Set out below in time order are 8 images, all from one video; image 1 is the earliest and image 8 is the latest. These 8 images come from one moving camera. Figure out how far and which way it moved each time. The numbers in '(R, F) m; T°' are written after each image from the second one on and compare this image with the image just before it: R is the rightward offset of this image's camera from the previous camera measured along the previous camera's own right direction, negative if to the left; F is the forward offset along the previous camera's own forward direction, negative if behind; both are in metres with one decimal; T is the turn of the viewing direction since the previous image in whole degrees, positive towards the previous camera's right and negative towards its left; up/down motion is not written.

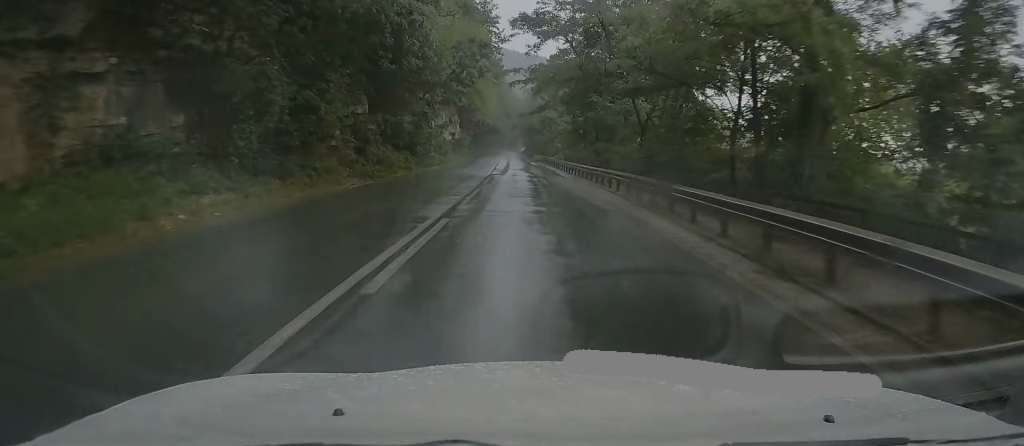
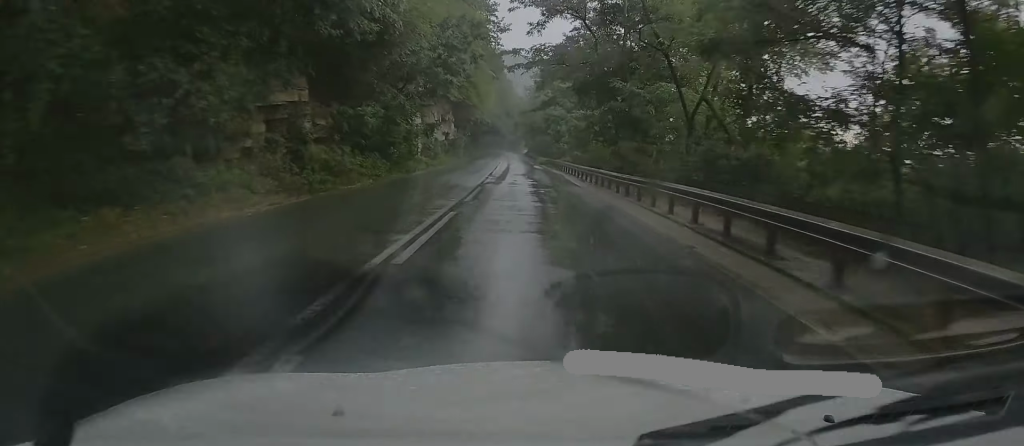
(-0.1, +7.8) m; -1°
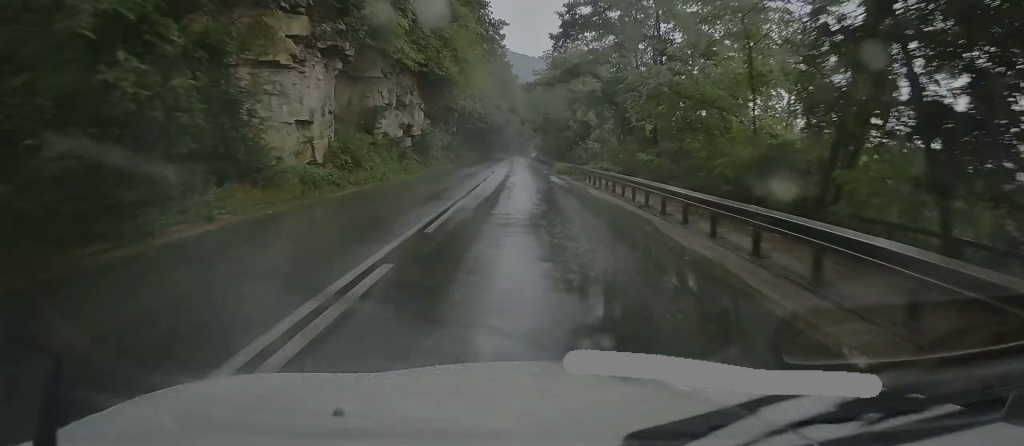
(-0.6, +24.6) m; -1°
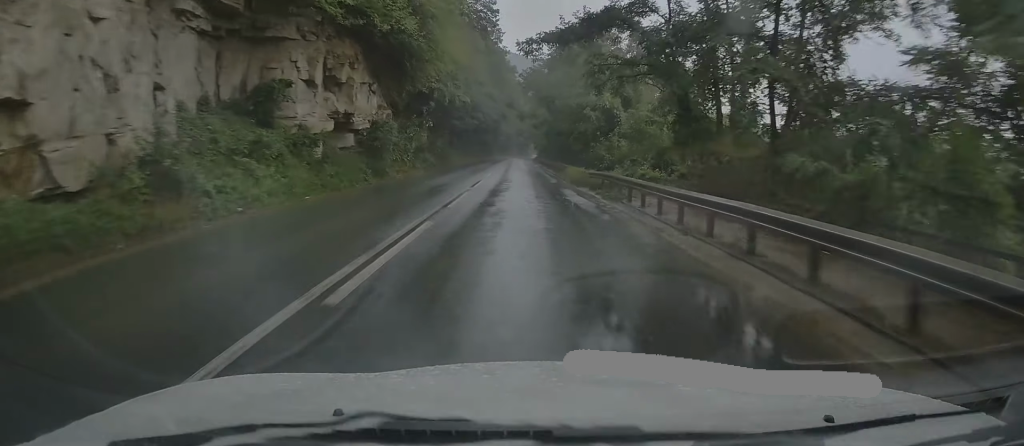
(+0.2, +13.8) m; 0°
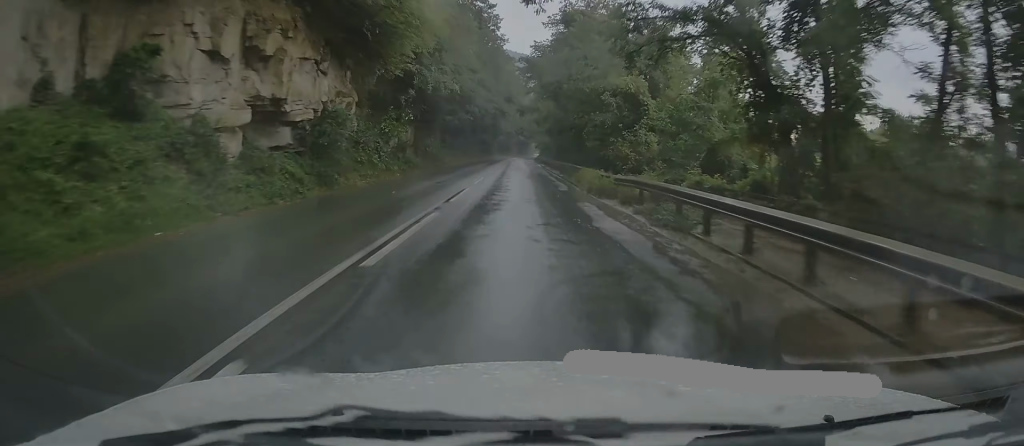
(0.0, +7.7) m; 0°
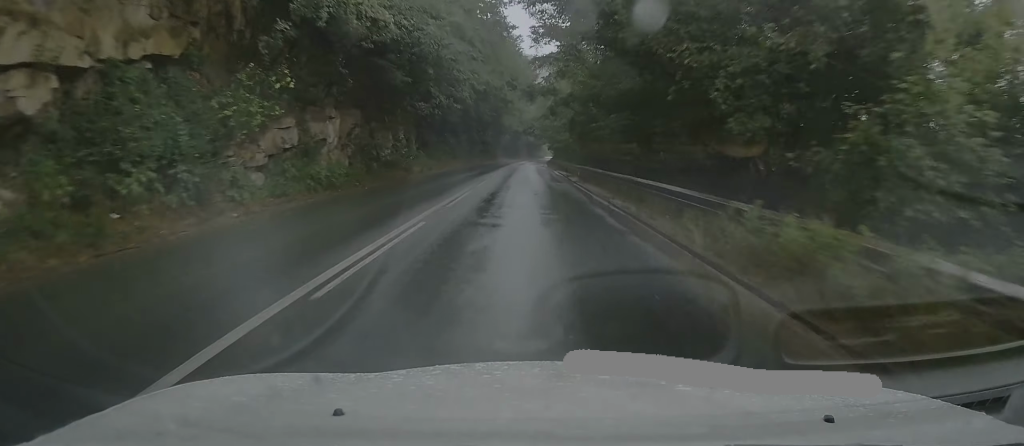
(-0.1, +19.3) m; -1°
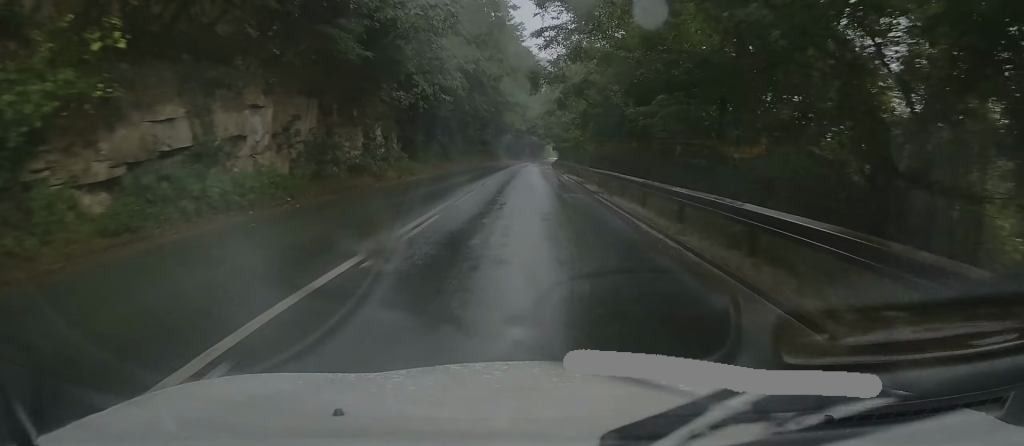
(0.0, +7.5) m; 0°
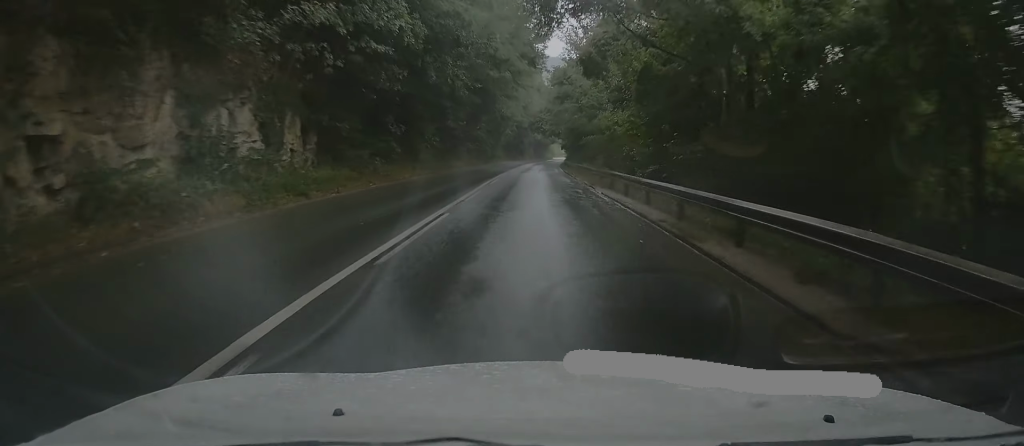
(0.0, +17.9) m; 0°
